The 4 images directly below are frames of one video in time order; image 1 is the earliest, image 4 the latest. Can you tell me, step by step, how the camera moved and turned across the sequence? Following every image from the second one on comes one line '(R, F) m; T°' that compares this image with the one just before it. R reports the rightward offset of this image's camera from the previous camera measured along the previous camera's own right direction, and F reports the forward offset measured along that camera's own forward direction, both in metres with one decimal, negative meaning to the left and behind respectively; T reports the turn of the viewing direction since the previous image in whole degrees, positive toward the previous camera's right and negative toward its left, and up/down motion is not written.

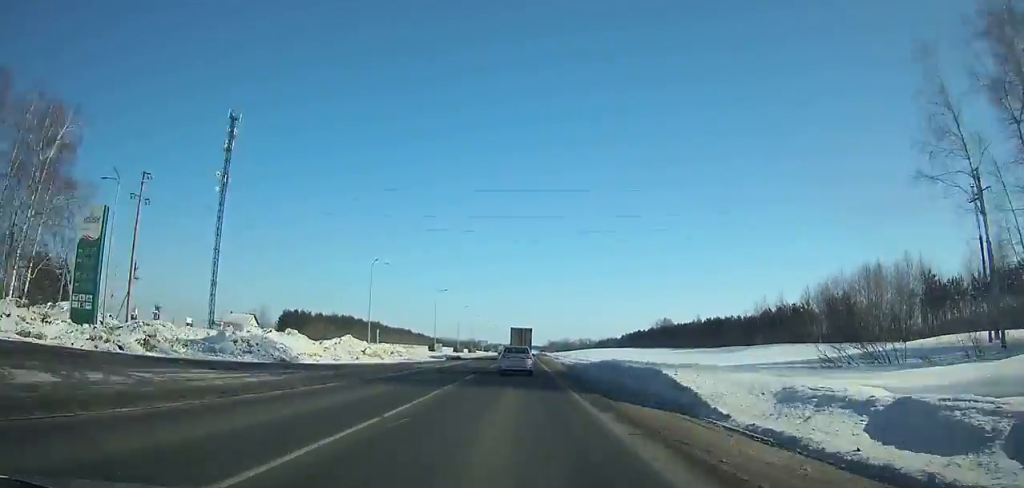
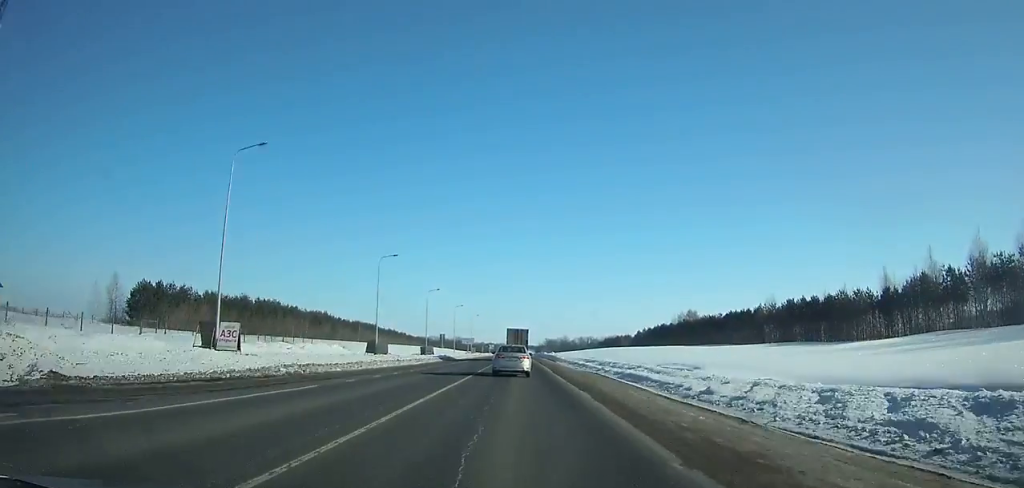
(+0.2, +62.2) m; 0°
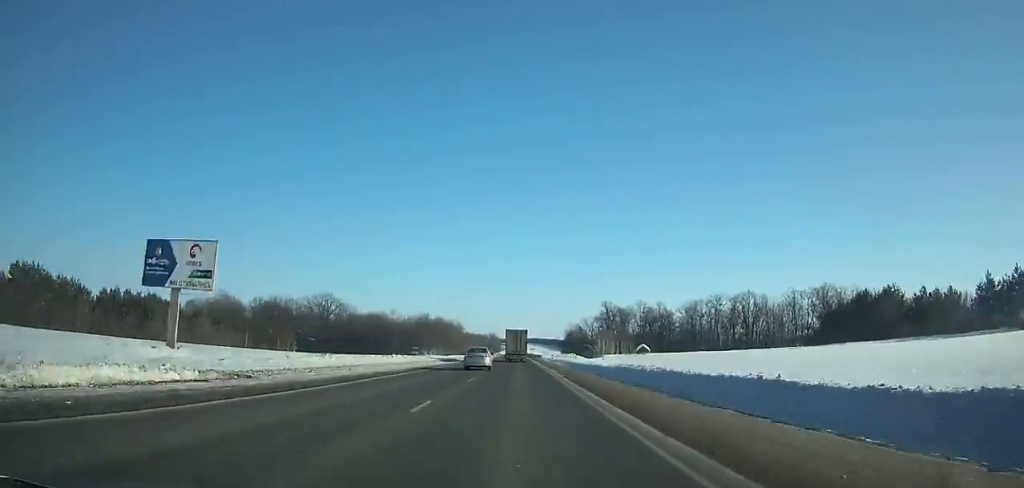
(-1.4, +395.6) m; 0°
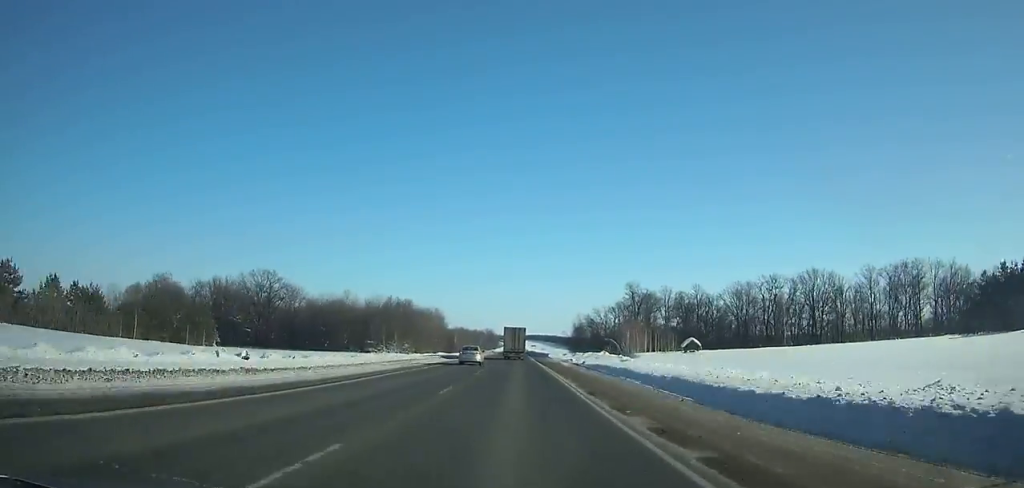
(+0.1, +42.5) m; 0°
